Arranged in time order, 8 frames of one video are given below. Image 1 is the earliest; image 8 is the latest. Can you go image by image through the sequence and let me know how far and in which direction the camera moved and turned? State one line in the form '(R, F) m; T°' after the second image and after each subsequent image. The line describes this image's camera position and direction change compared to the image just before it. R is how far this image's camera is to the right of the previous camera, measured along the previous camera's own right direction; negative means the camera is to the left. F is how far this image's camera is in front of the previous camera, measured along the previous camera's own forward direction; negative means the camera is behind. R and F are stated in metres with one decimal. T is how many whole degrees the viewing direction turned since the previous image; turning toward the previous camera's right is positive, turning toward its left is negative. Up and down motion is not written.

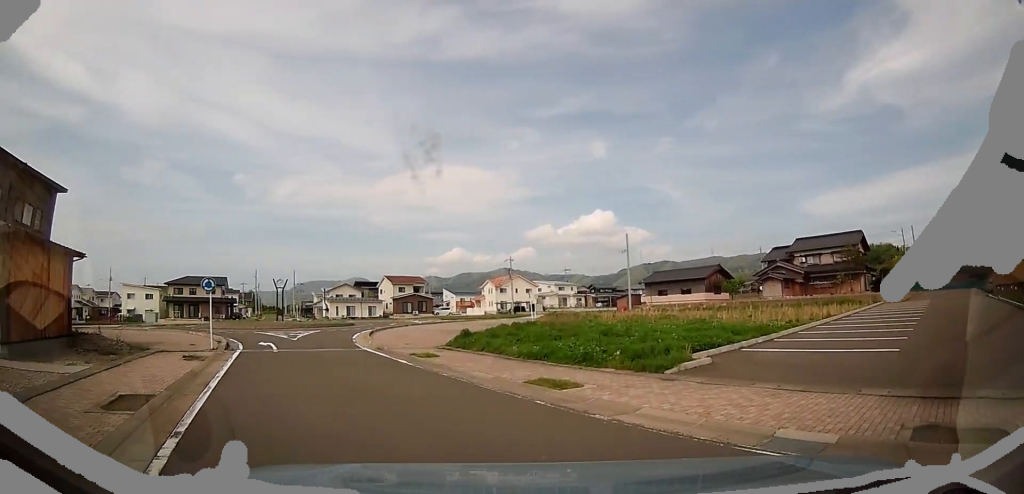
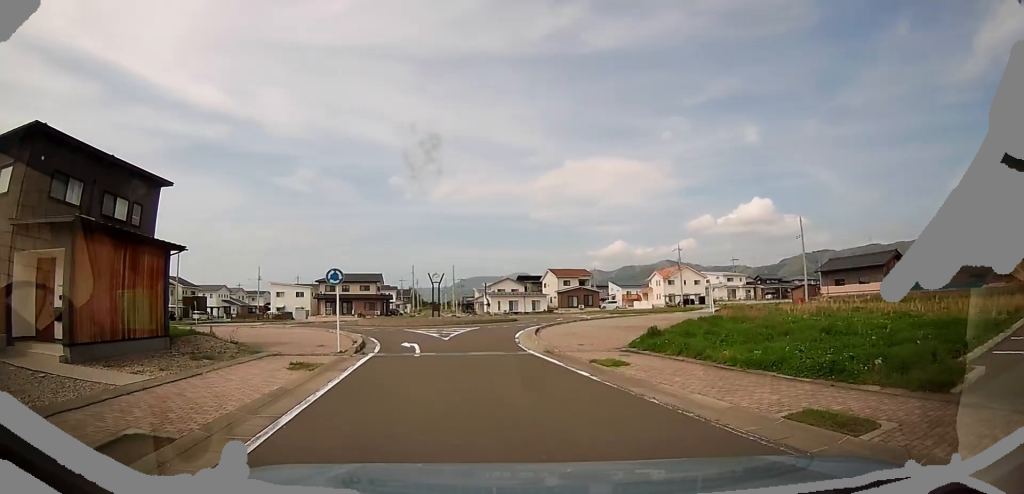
(-0.4, +2.6) m; -12°
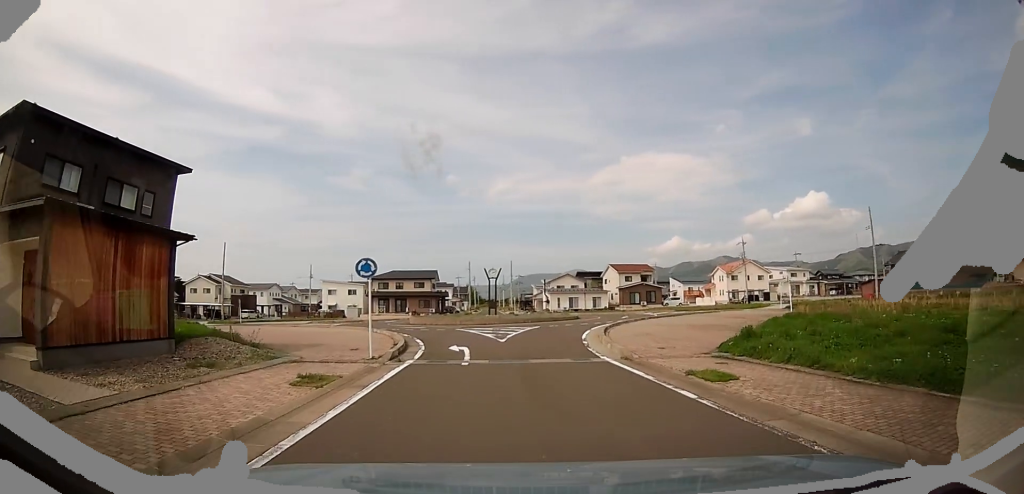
(-0.2, +2.2) m; -4°
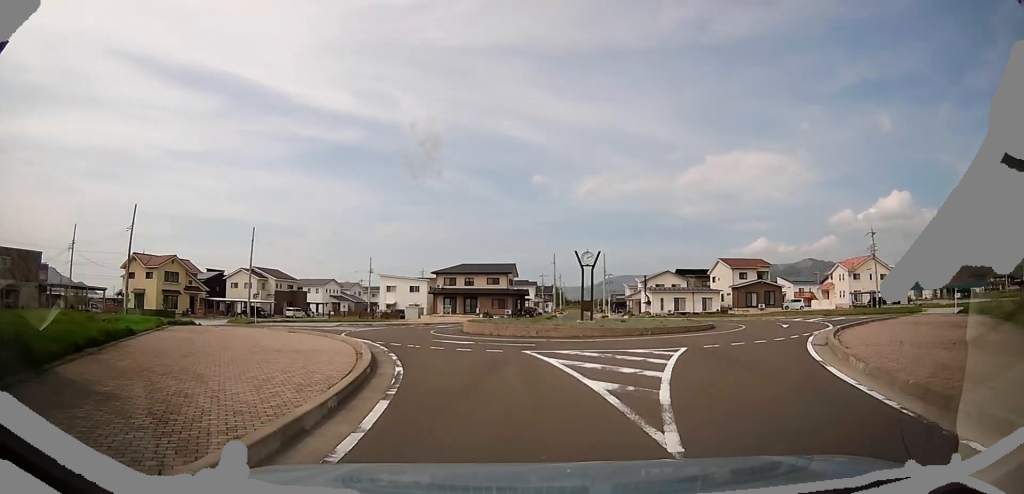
(-0.7, +11.6) m; -15°
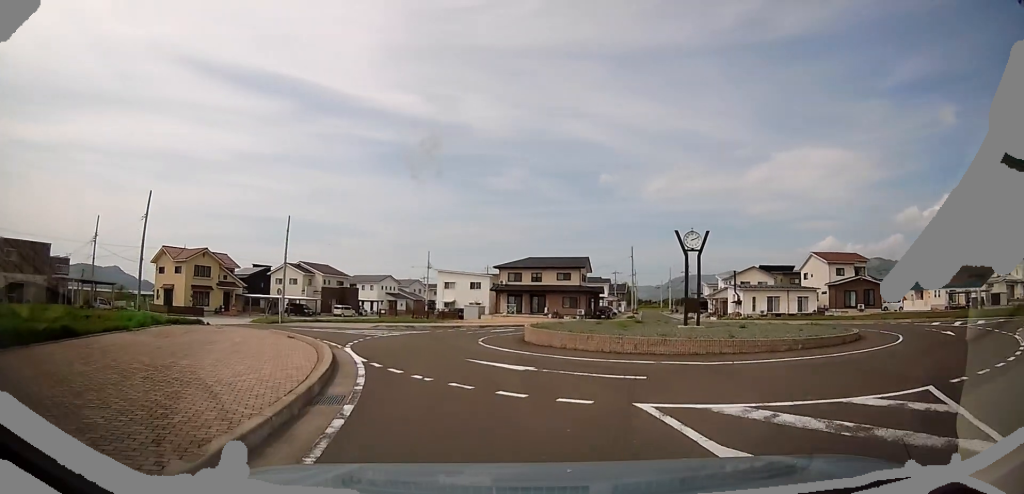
(-1.0, +7.6) m; -11°
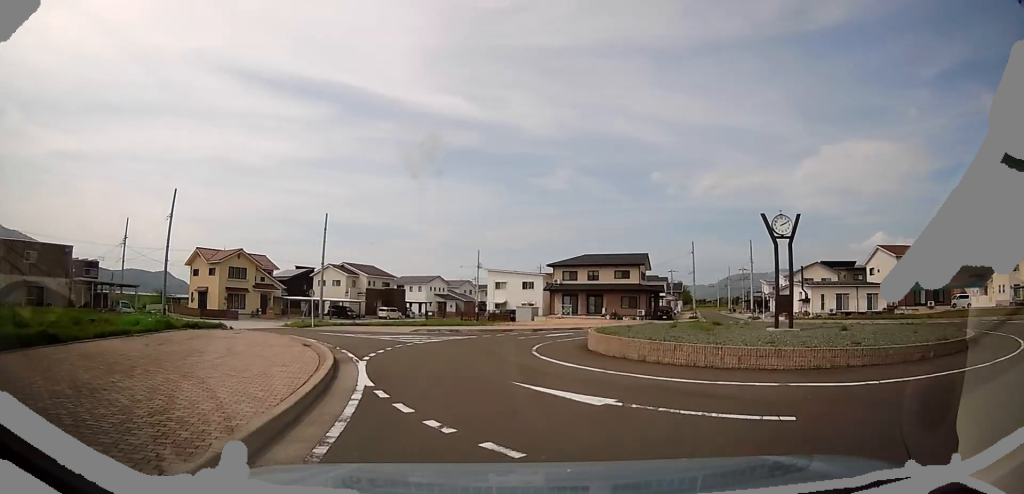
(0.0, +3.4) m; -4°
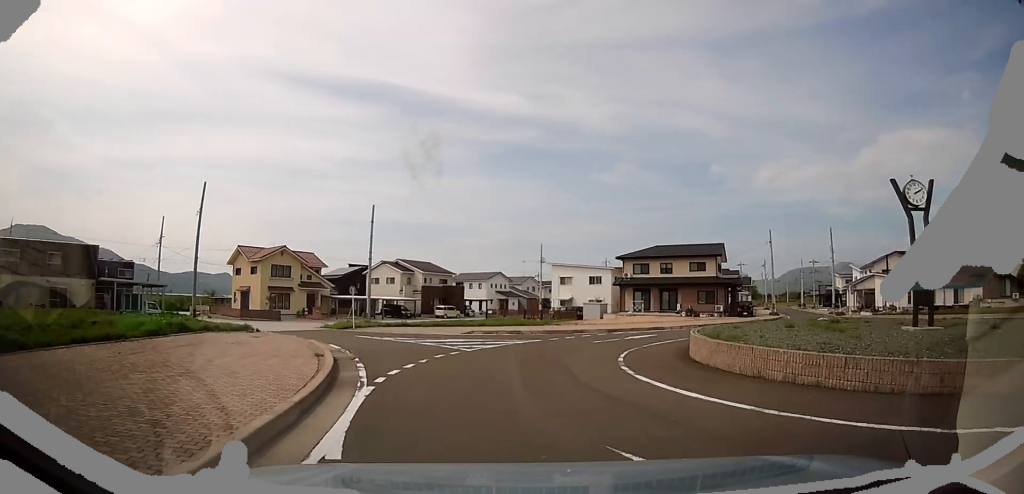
(-0.4, +4.0) m; -7°
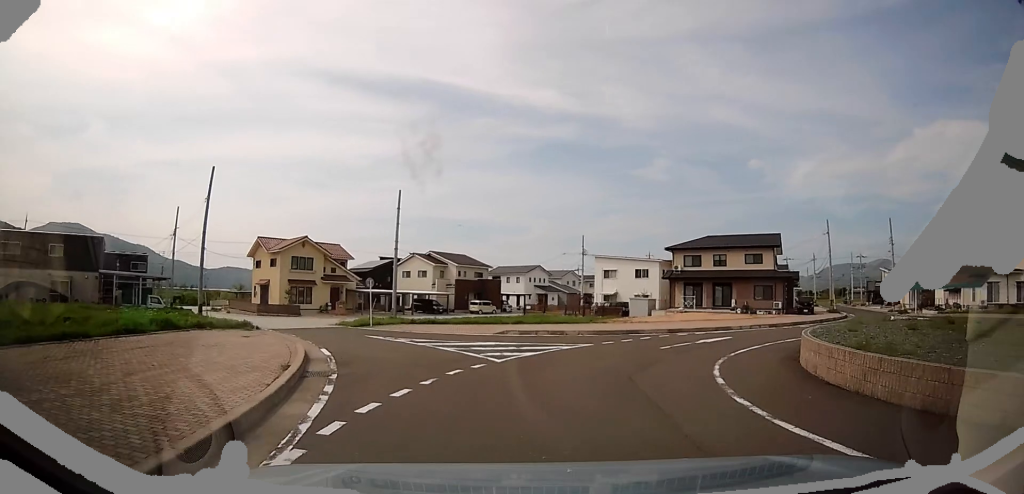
(-0.1, +3.8) m; -2°
